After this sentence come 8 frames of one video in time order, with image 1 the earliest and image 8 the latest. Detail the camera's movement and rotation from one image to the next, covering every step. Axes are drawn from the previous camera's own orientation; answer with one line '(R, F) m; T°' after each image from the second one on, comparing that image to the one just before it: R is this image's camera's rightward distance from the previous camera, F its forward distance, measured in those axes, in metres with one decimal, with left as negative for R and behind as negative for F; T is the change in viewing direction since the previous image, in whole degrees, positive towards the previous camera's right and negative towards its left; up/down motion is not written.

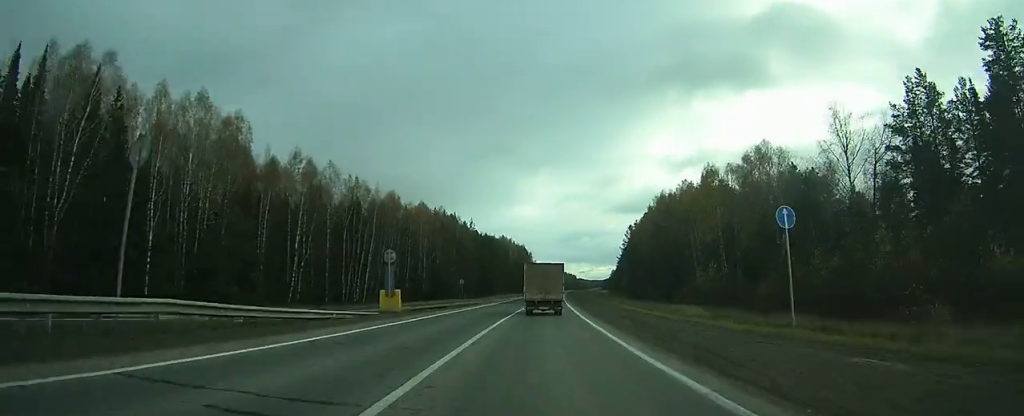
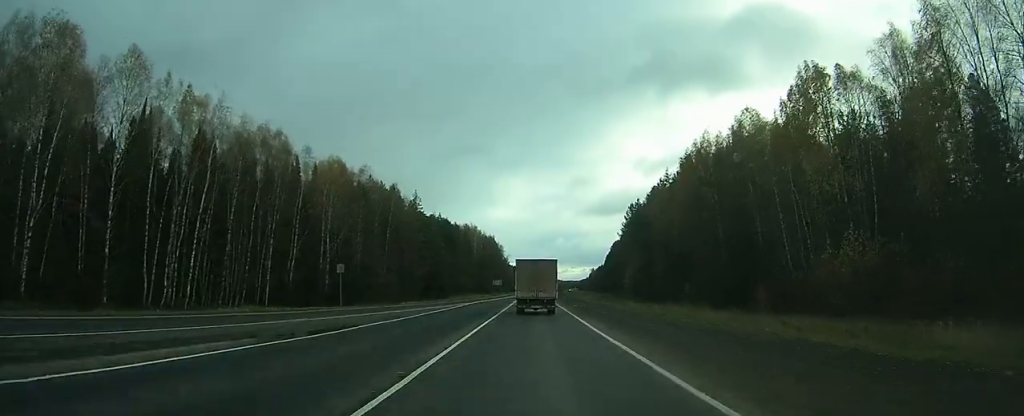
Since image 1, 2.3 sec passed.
(+1.9, +55.5) m; +3°
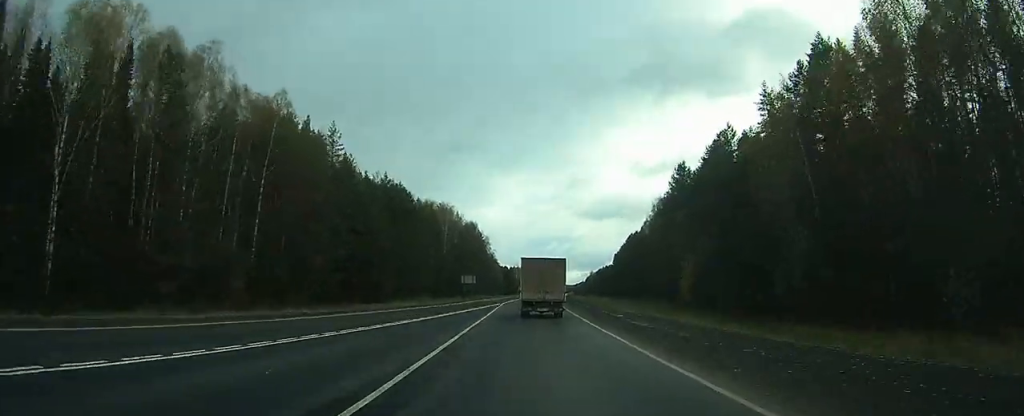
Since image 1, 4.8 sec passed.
(+0.8, +59.0) m; +1°
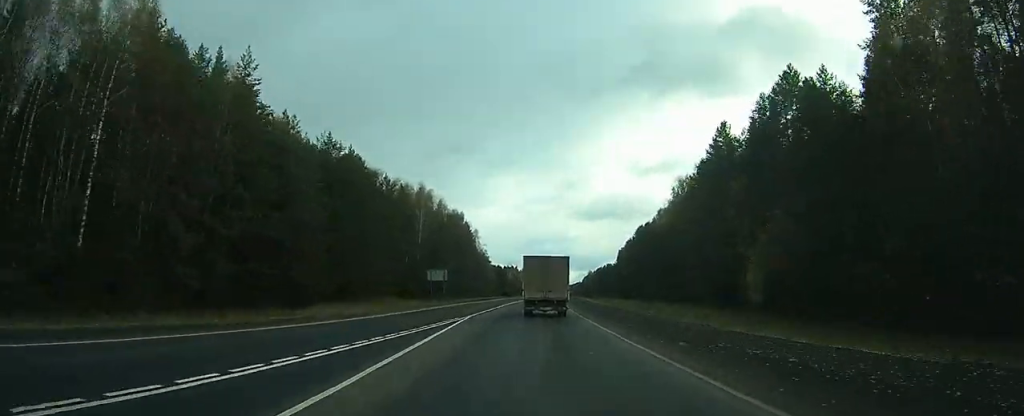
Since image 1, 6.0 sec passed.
(+0.1, +28.6) m; +1°
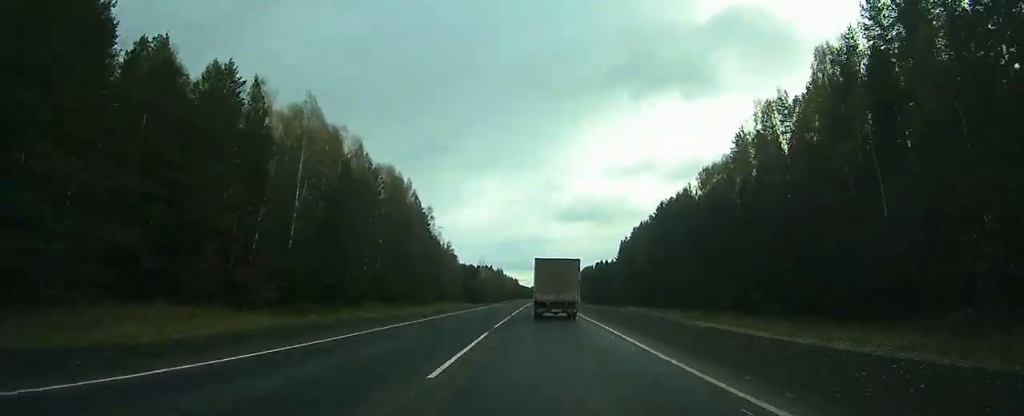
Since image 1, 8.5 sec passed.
(+0.7, +60.2) m; +2°
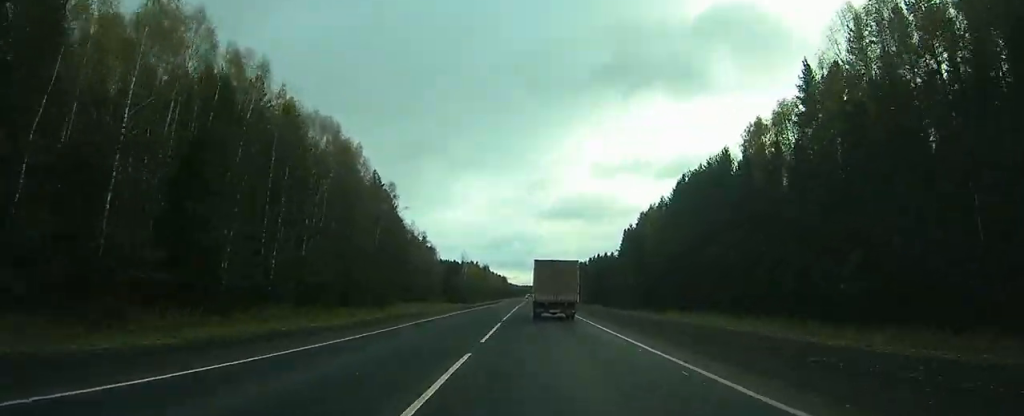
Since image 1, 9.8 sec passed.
(+0.4, +30.0) m; +1°
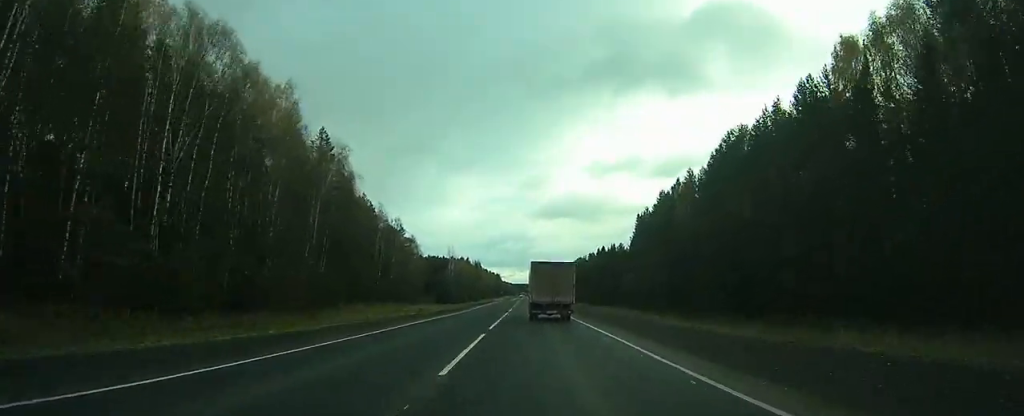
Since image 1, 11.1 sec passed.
(+0.3, +30.1) m; +1°
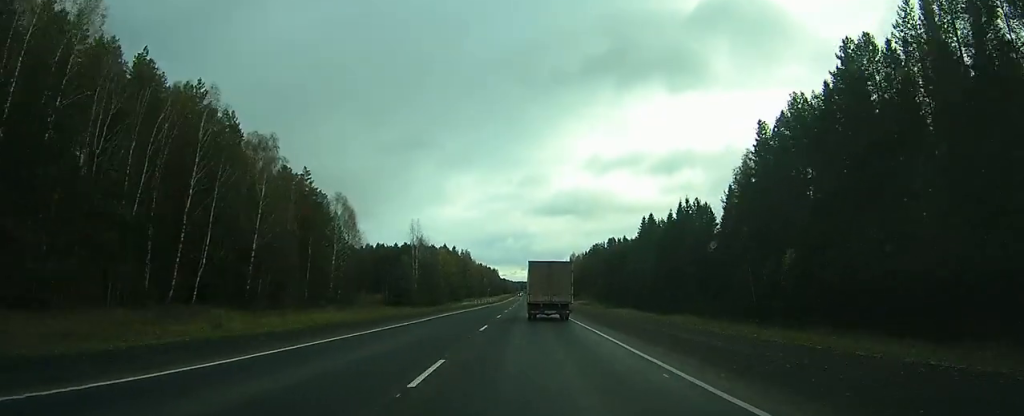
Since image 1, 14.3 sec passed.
(+0.7, +78.5) m; 0°
